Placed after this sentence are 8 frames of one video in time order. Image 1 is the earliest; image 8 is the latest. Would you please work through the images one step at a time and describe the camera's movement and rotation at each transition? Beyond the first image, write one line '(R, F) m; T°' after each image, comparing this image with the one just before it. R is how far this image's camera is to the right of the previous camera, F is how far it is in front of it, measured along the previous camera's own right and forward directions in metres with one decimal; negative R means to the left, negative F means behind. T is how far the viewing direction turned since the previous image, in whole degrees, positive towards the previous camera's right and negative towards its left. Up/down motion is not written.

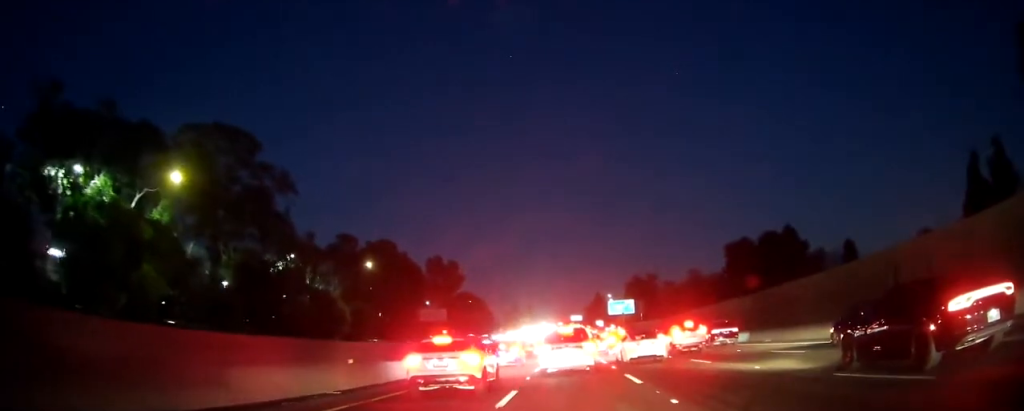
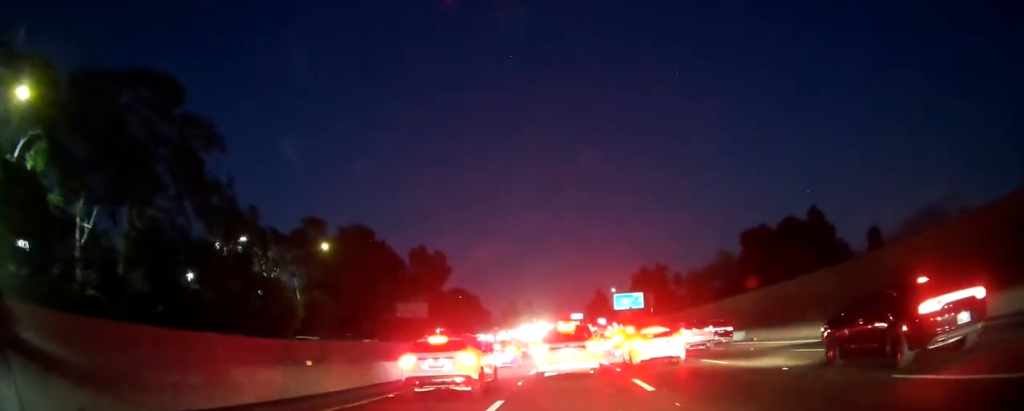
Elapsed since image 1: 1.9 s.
(+0.1, +18.8) m; 0°
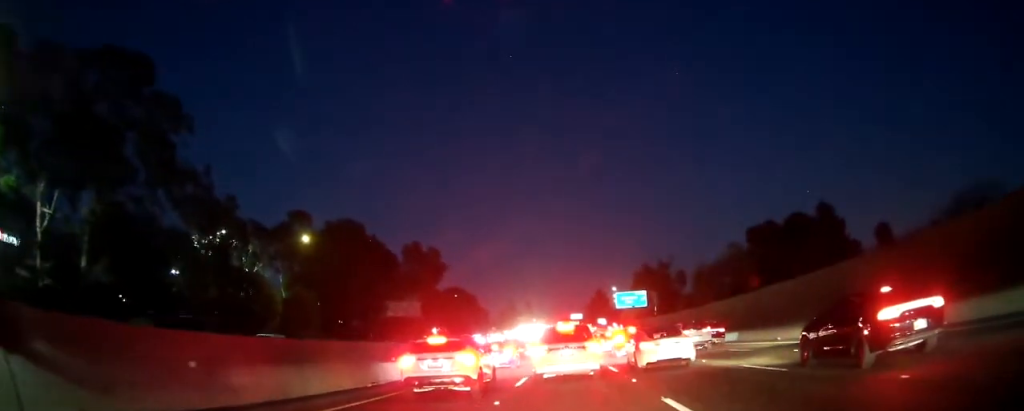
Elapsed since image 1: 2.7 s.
(0.0, +6.8) m; 0°
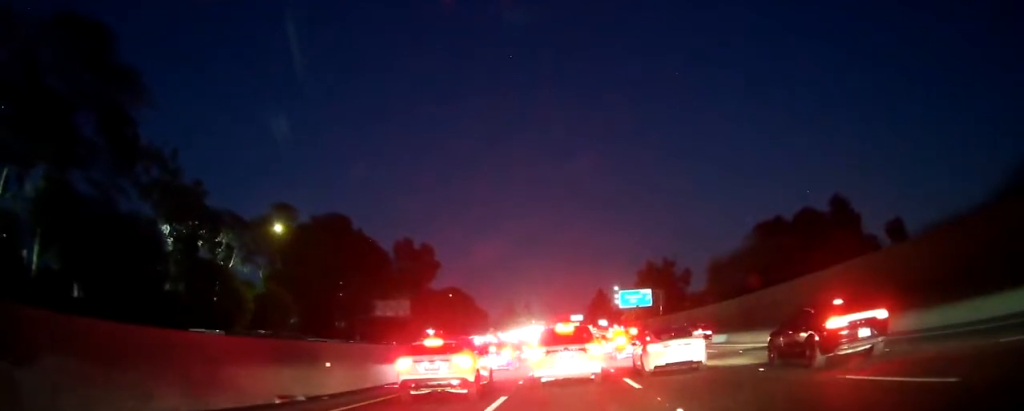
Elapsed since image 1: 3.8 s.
(-0.1, +8.3) m; 0°
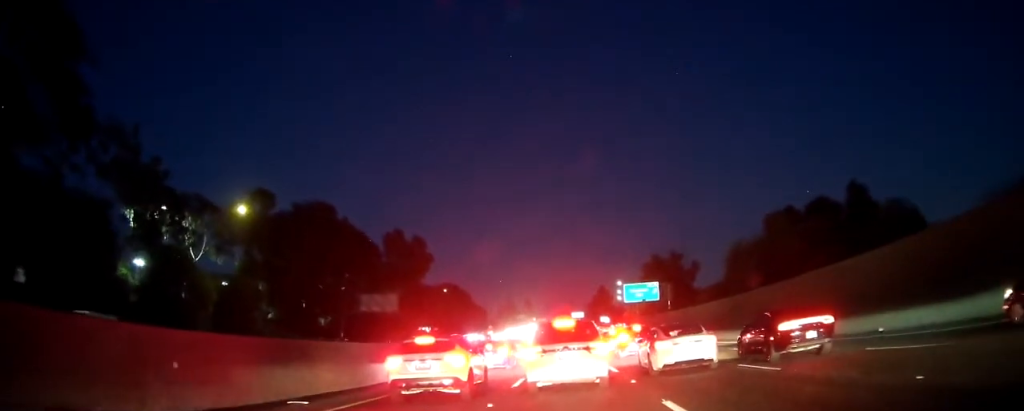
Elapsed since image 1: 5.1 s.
(0.0, +8.6) m; 0°
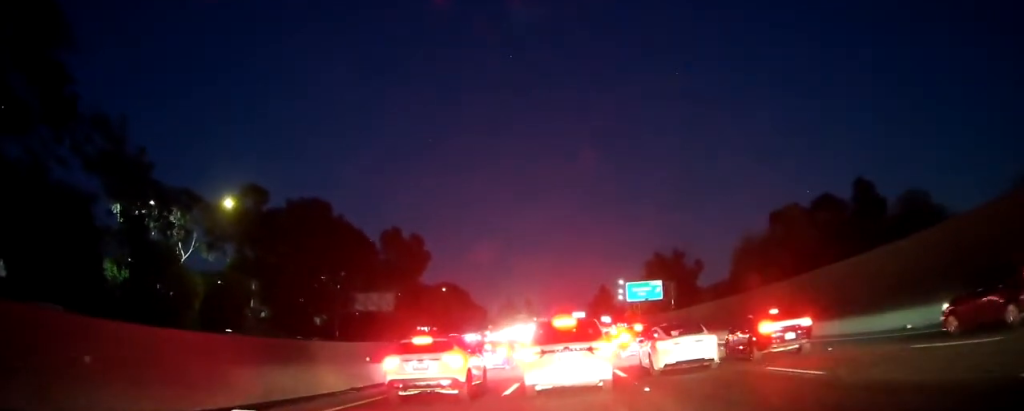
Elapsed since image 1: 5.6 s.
(0.0, +3.2) m; 0°
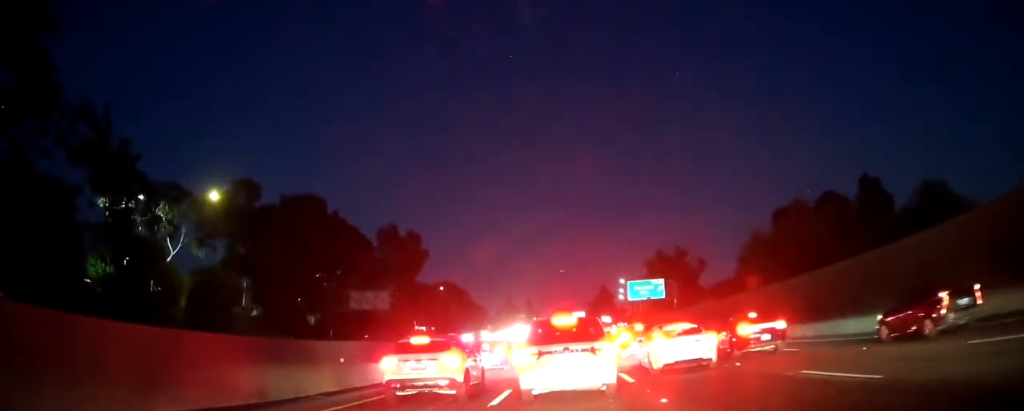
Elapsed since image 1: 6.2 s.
(0.0, +3.2) m; 0°
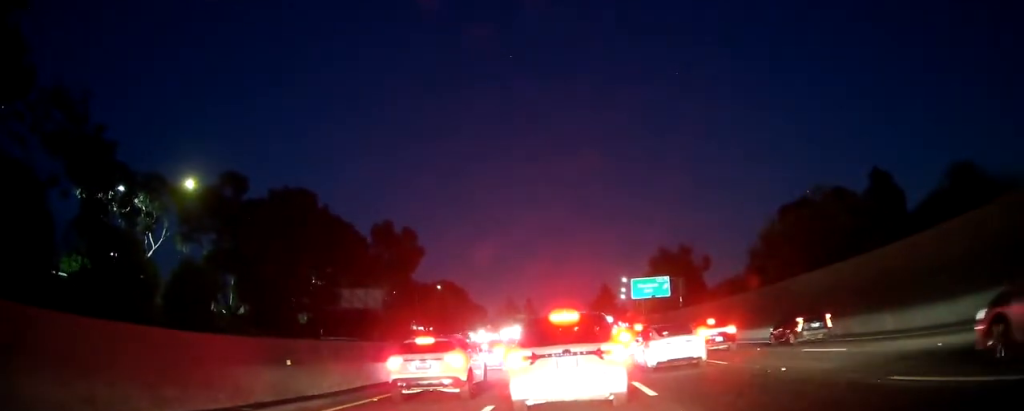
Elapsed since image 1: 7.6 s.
(0.0, +5.9) m; 0°
